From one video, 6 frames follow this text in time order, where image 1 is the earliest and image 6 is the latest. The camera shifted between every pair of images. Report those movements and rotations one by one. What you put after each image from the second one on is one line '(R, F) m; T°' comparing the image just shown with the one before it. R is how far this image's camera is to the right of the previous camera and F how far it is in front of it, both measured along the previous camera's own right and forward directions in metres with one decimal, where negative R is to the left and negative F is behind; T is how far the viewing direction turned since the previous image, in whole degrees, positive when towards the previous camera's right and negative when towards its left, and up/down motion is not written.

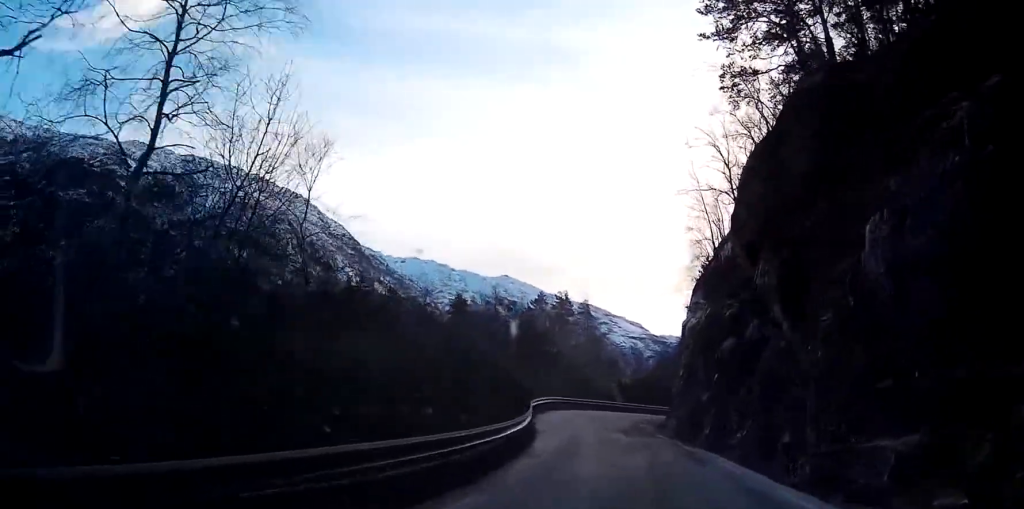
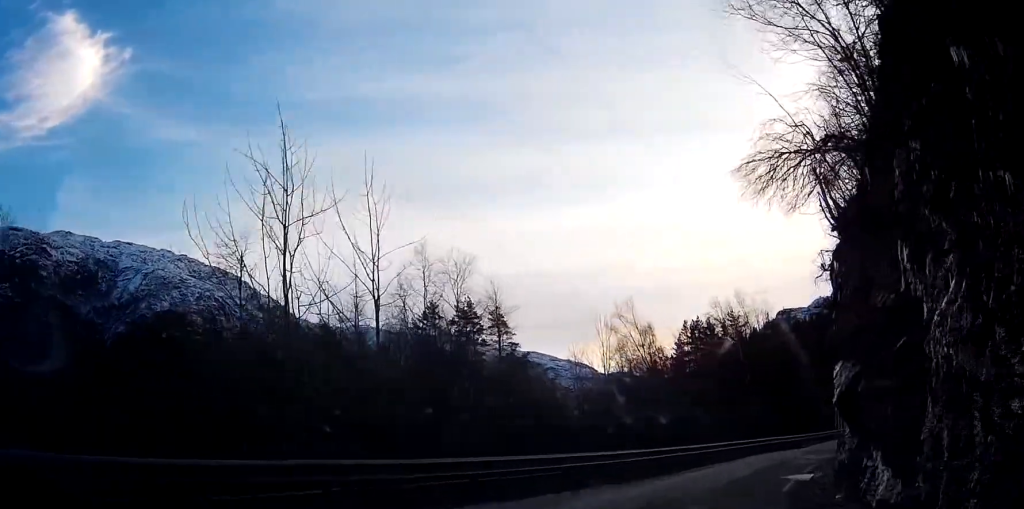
(+0.9, +51.1) m; +8°
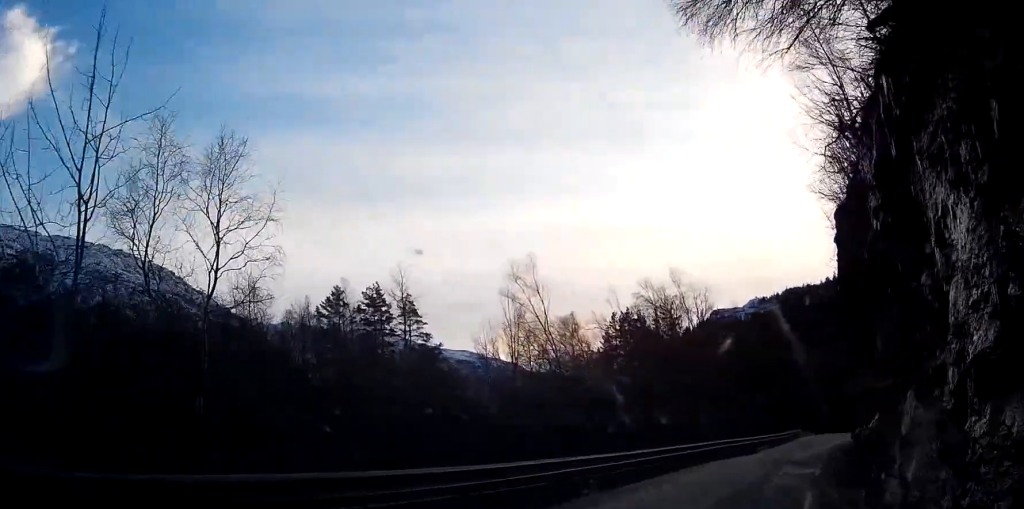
(+0.5, +9.8) m; +6°
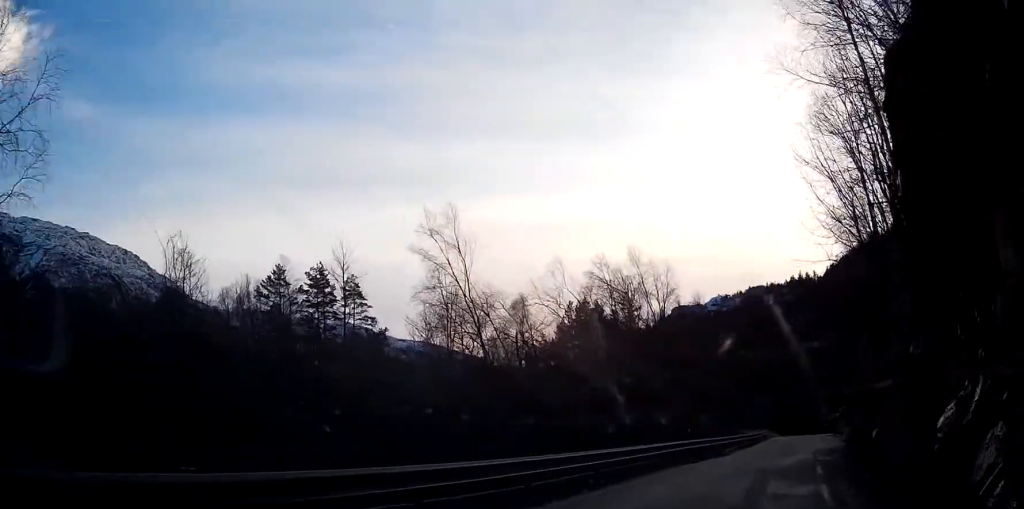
(+0.3, +5.8) m; +6°
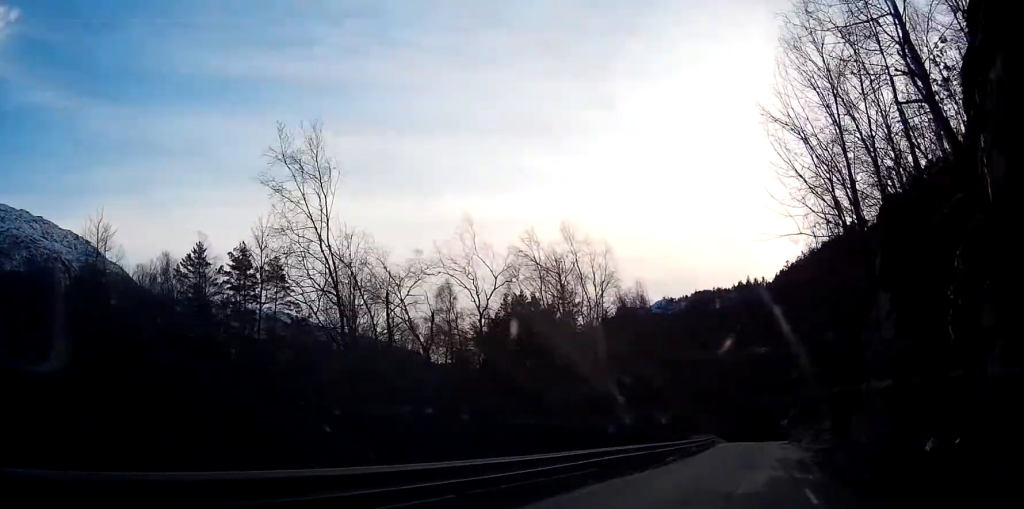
(+0.2, +6.4) m; +7°
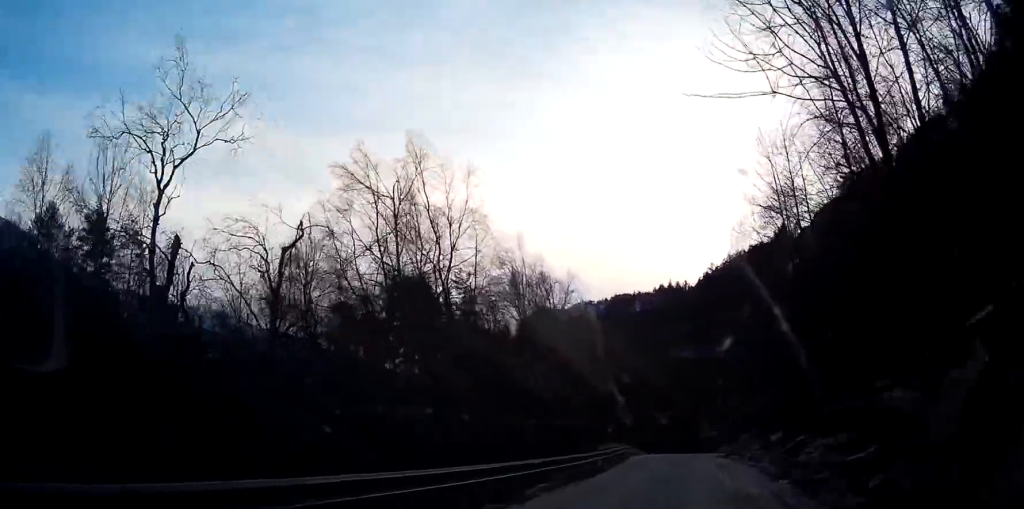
(+2.2, +13.6) m; +9°
